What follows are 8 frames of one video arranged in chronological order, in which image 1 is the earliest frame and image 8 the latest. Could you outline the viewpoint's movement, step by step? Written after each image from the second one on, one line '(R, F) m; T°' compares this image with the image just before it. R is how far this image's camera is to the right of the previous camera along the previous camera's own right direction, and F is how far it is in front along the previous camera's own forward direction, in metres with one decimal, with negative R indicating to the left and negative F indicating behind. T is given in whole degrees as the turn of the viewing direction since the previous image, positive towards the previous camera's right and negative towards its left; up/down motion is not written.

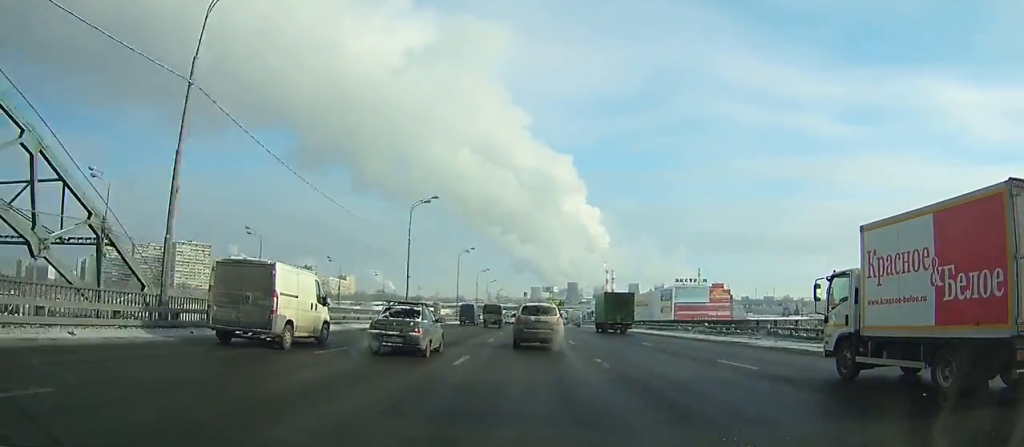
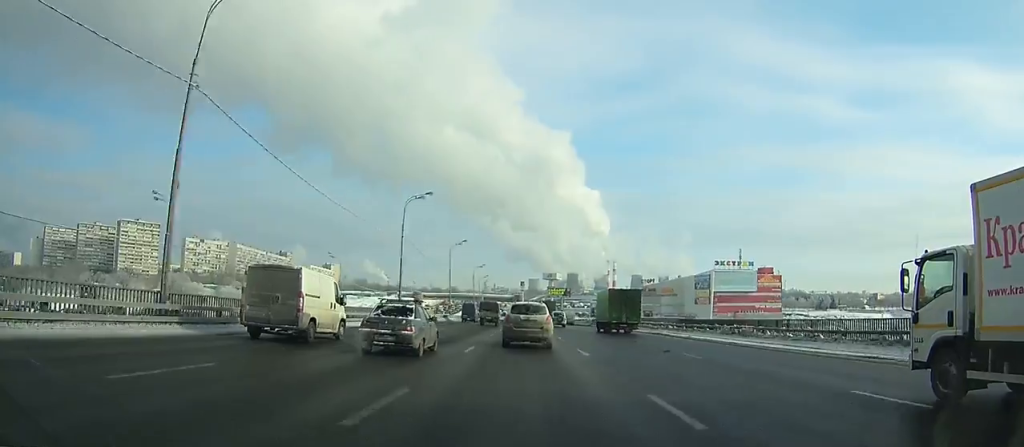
(0.0, +78.1) m; 0°
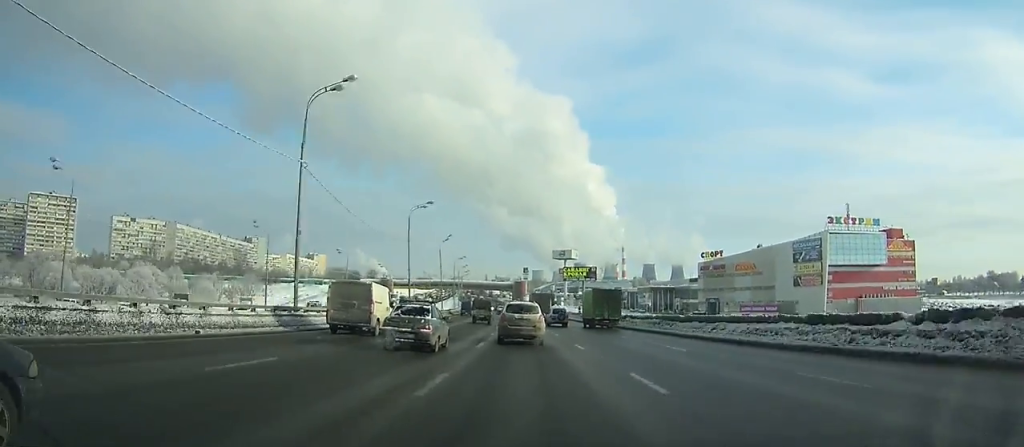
(-0.3, +107.0) m; -1°
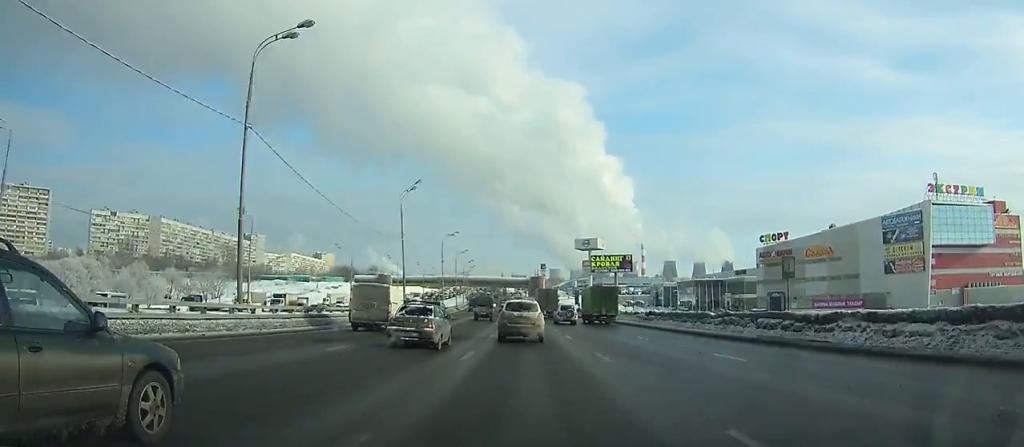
(-0.2, +41.2) m; -1°
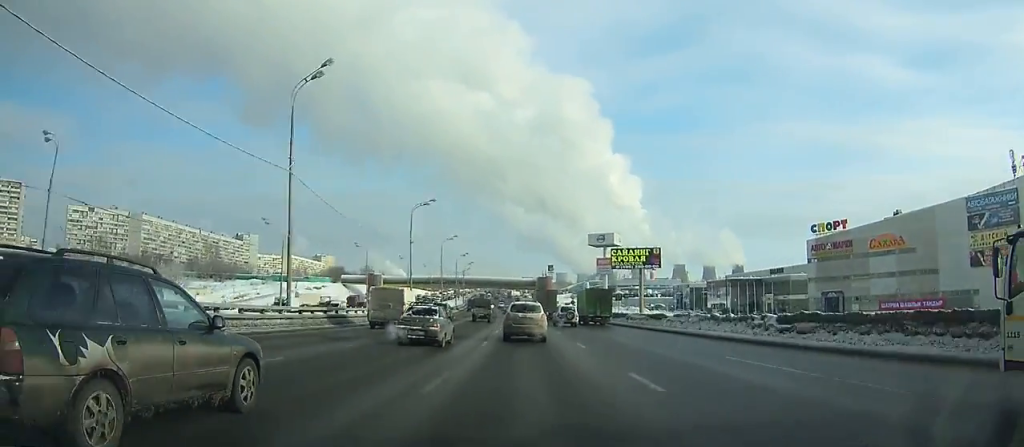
(-0.3, +30.3) m; -1°
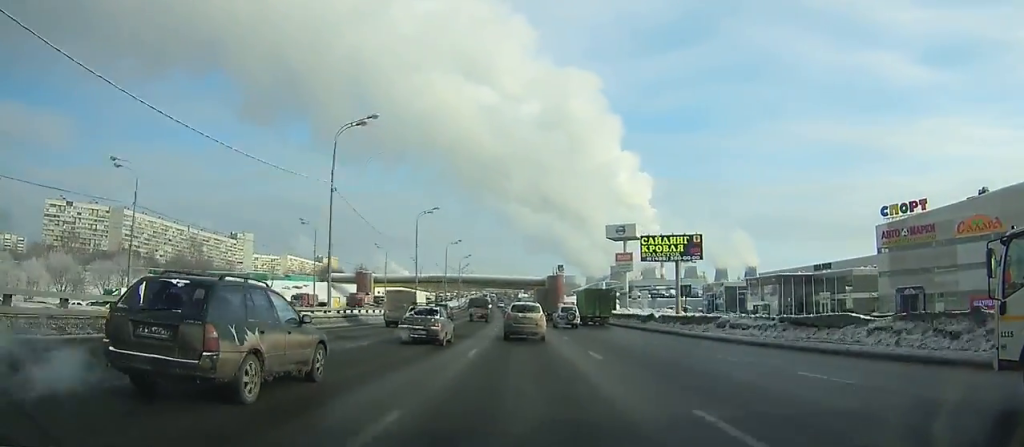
(-0.1, +28.9) m; -1°
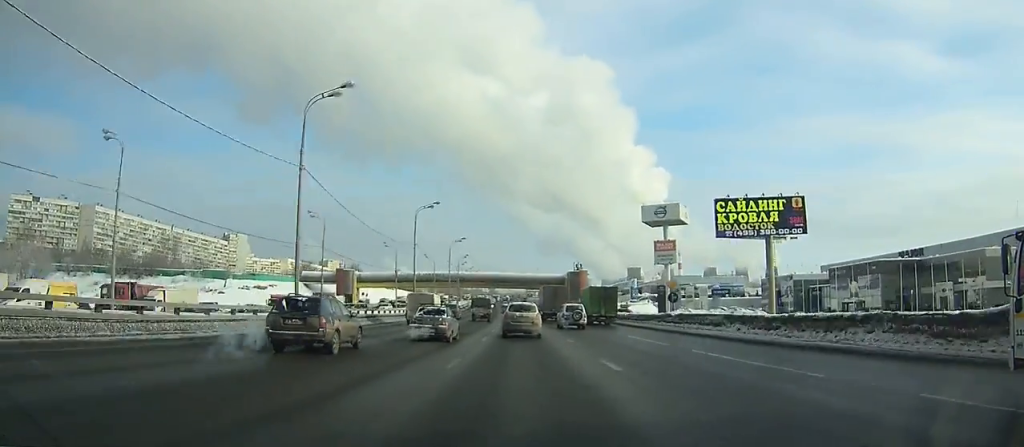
(-0.5, +40.3) m; -1°
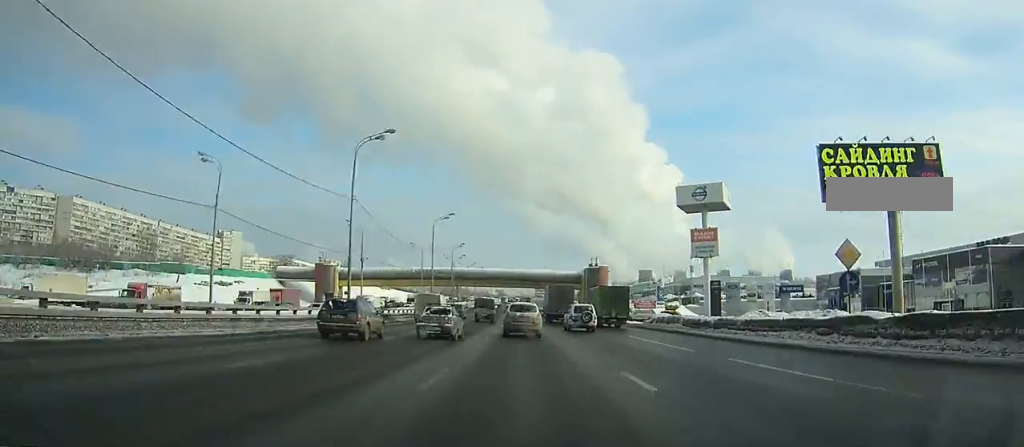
(-0.2, +26.7) m; -1°
